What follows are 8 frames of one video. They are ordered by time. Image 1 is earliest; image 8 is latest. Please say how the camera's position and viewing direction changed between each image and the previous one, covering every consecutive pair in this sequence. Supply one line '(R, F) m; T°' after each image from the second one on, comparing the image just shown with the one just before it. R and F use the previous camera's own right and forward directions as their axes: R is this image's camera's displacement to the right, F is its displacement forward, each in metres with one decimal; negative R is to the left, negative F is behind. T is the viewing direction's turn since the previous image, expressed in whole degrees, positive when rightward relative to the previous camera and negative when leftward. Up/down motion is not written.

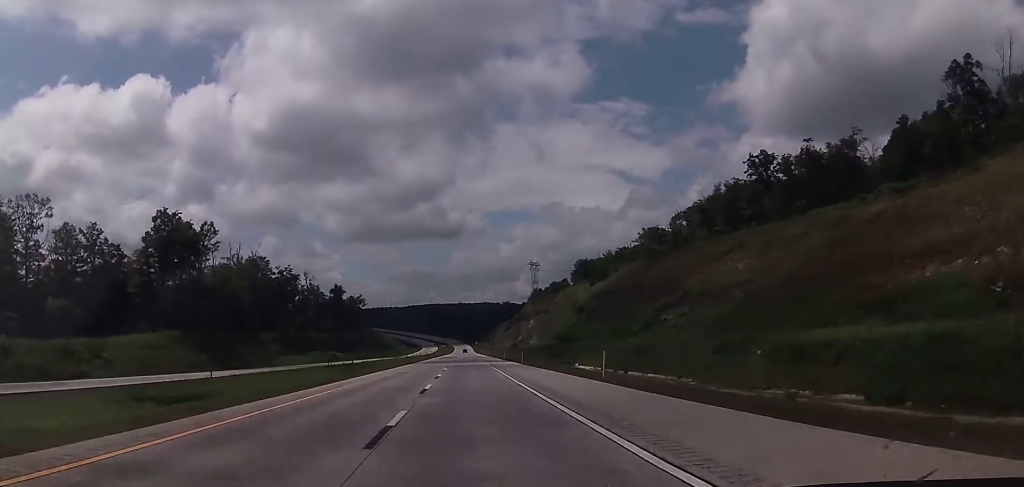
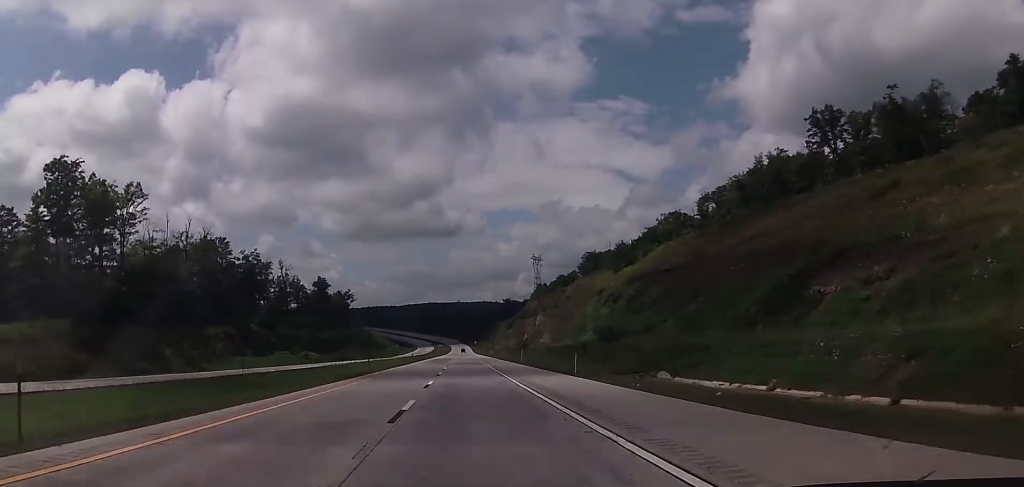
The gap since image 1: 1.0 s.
(0.0, +33.1) m; 0°
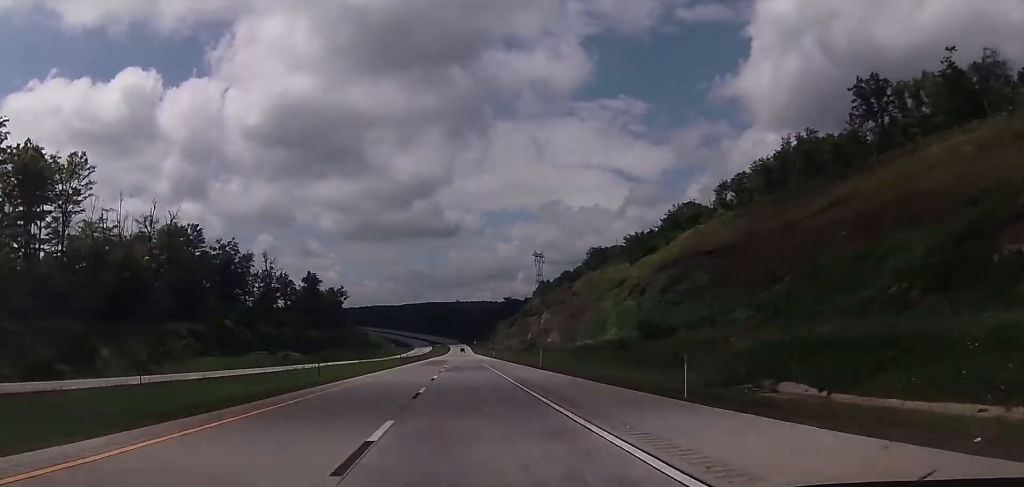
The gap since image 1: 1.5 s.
(-0.1, +17.6) m; 0°
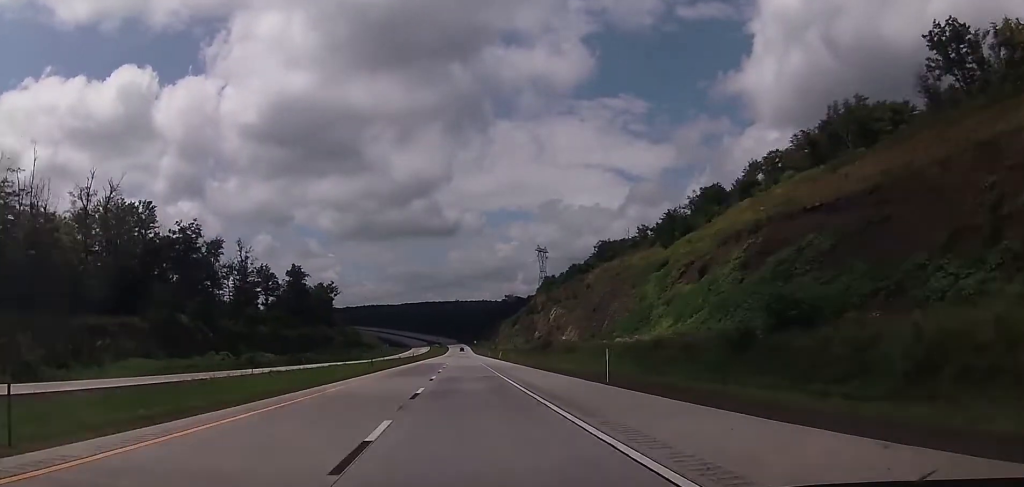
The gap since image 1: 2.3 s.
(+0.3, +24.2) m; 0°
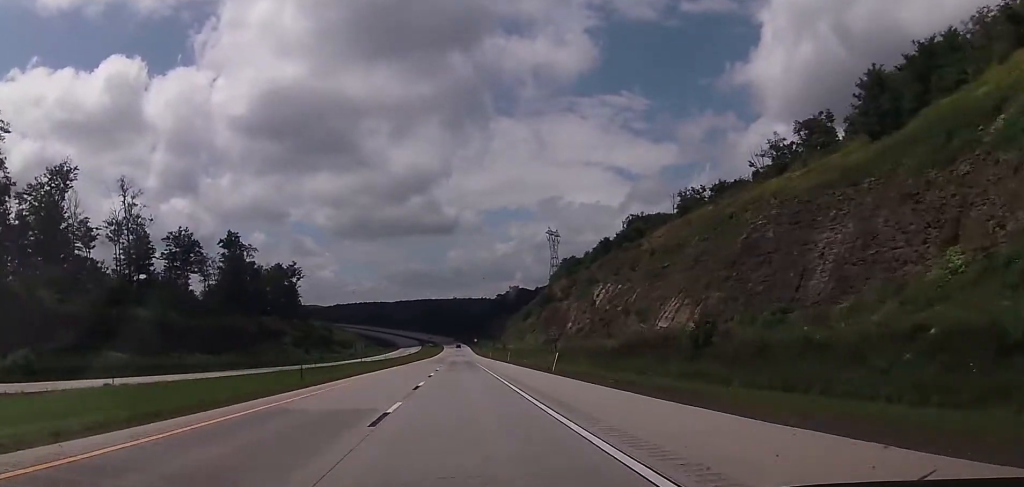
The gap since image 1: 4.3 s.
(0.0, +68.0) m; 0°
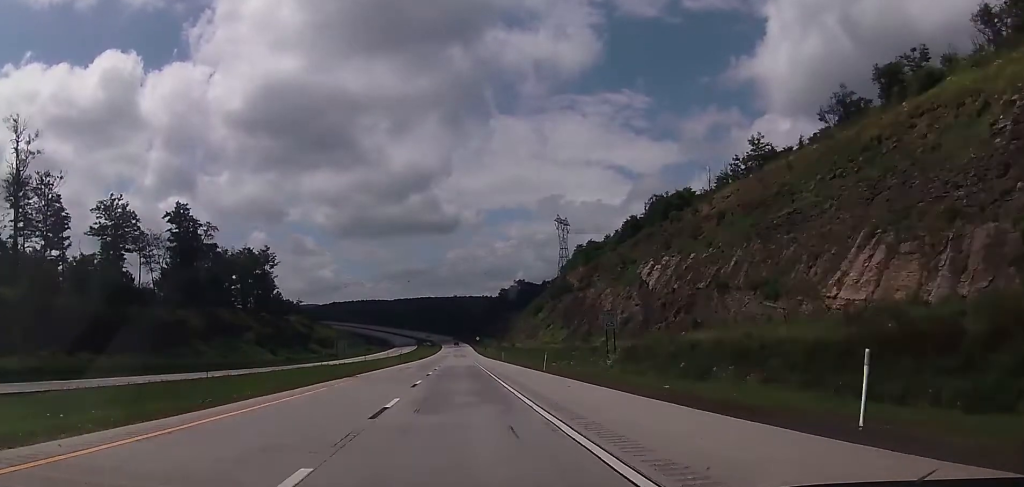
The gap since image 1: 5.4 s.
(-0.3, +35.1) m; -1°
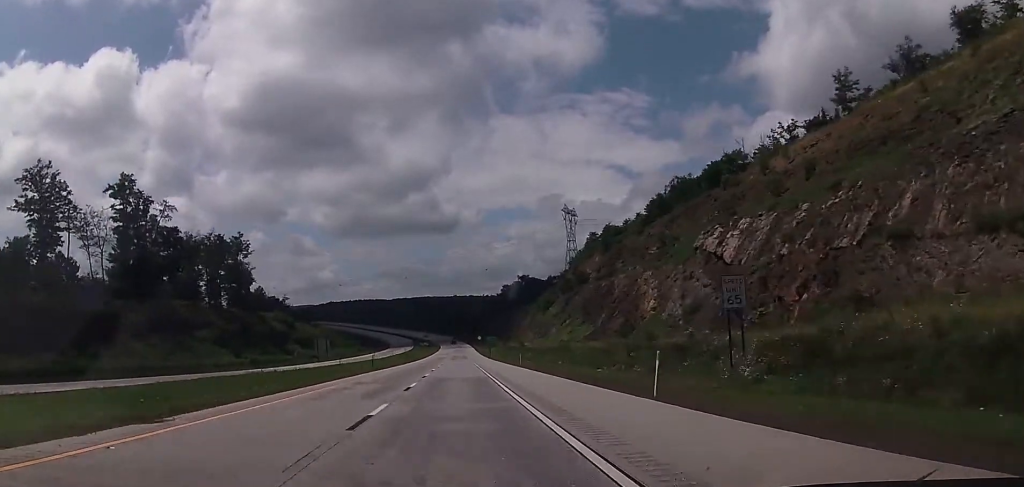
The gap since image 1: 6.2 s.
(-0.1, +26.3) m; 0°
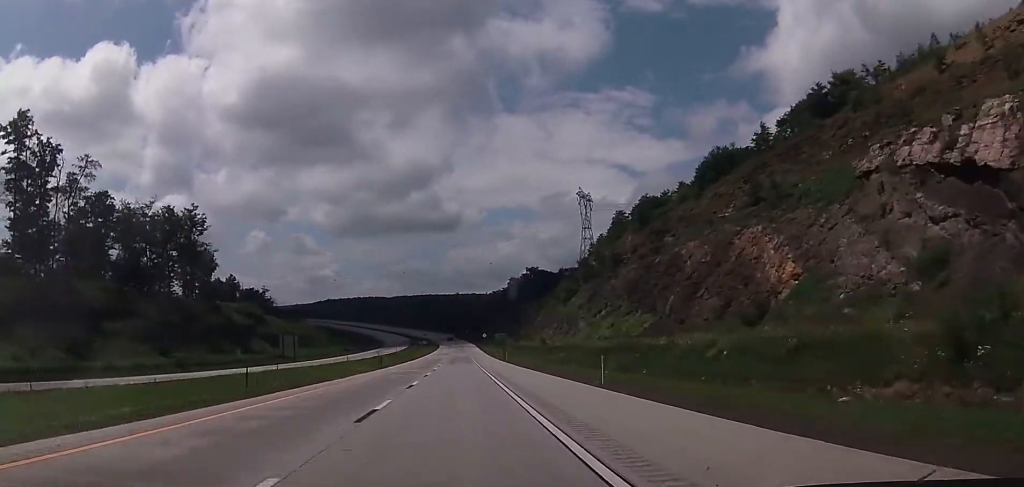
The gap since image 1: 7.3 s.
(+0.4, +35.1) m; 0°
